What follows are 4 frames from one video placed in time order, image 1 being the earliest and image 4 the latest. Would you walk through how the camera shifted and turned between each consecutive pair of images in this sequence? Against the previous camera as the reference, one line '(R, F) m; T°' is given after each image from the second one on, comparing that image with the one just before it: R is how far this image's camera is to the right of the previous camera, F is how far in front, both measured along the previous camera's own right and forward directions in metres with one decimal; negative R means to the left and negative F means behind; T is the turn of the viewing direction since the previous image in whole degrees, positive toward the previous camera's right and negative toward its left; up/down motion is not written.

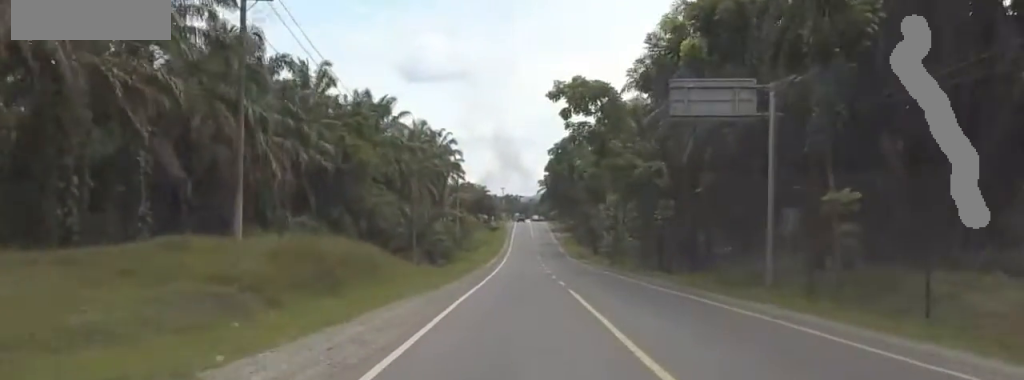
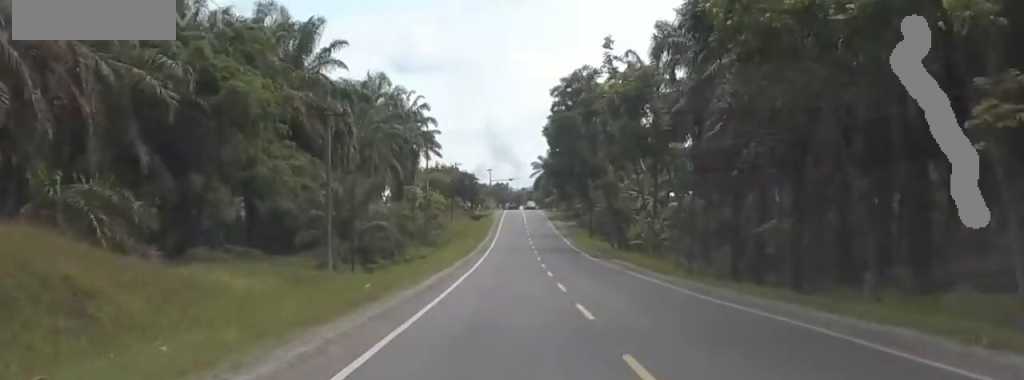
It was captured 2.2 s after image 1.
(+0.8, +33.7) m; +3°
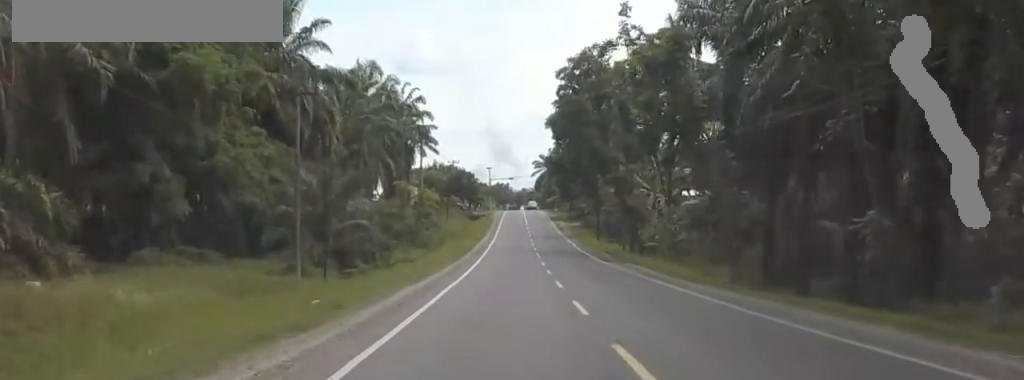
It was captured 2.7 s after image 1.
(+0.4, +7.2) m; -1°
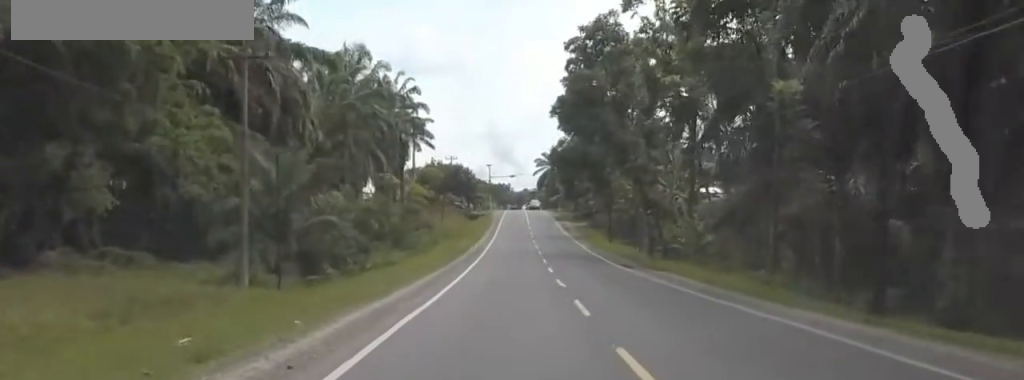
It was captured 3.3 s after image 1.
(+0.9, +8.4) m; -1°
